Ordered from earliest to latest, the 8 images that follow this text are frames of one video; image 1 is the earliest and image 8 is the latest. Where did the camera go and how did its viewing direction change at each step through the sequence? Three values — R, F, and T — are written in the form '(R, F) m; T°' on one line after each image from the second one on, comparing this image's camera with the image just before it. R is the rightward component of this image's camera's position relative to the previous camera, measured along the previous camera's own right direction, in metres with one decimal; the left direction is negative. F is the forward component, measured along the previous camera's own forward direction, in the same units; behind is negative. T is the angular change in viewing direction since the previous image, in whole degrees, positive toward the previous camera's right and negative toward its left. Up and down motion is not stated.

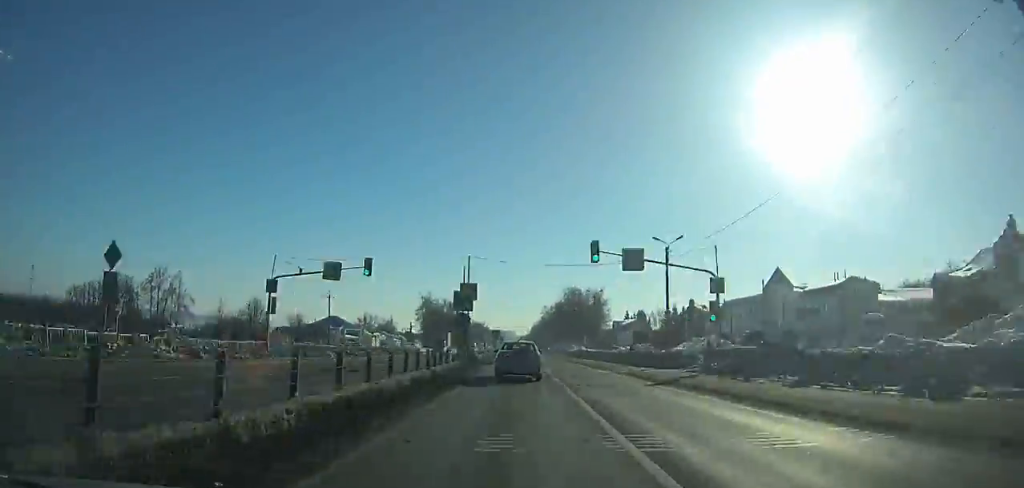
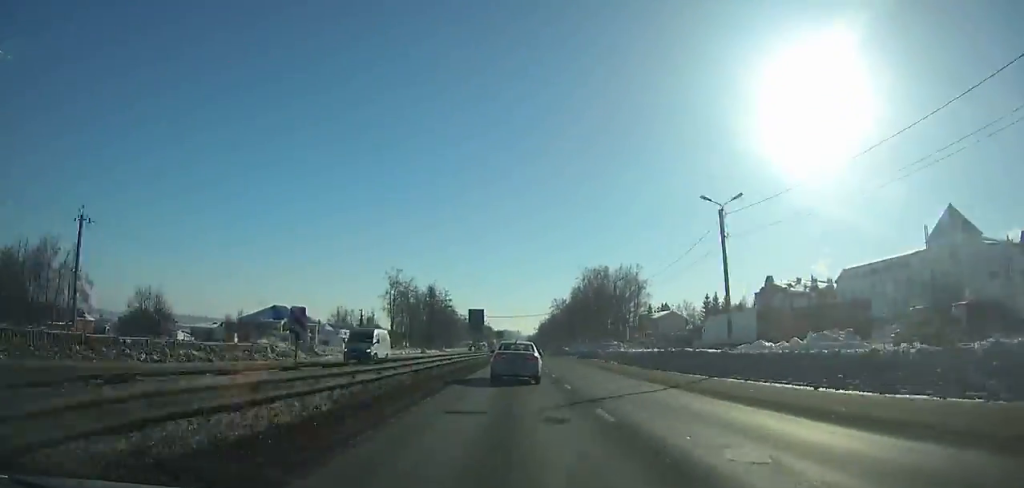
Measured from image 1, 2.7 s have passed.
(-0.2, +51.6) m; 0°
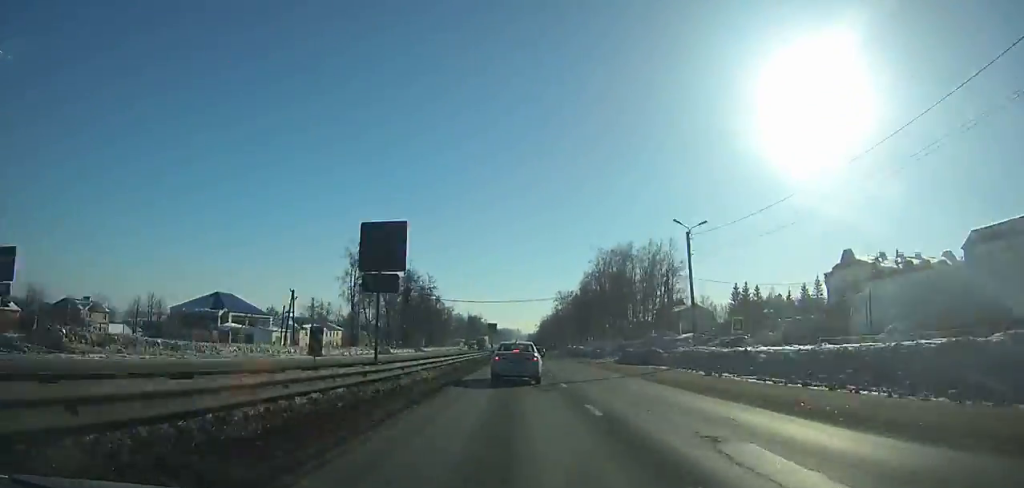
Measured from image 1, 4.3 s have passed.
(0.0, +29.9) m; 0°
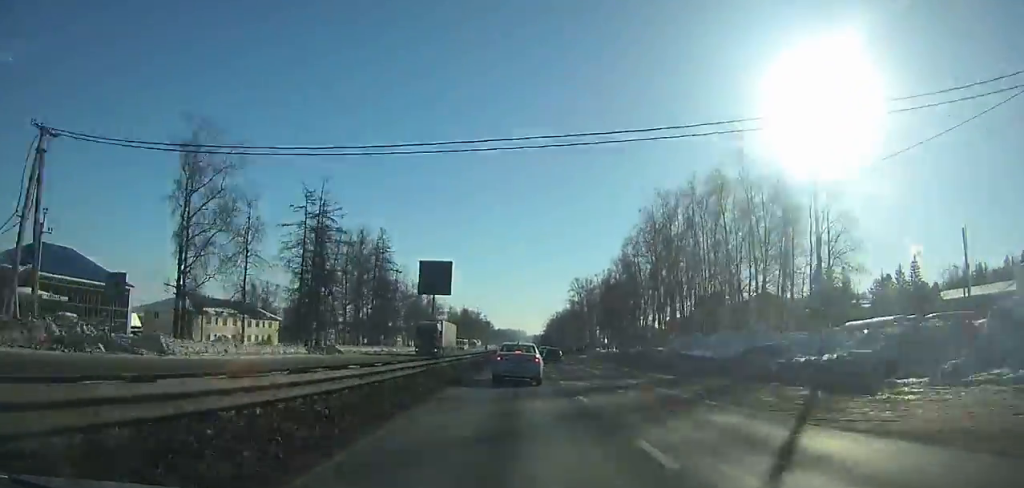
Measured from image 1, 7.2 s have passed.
(-0.1, +51.9) m; 0°
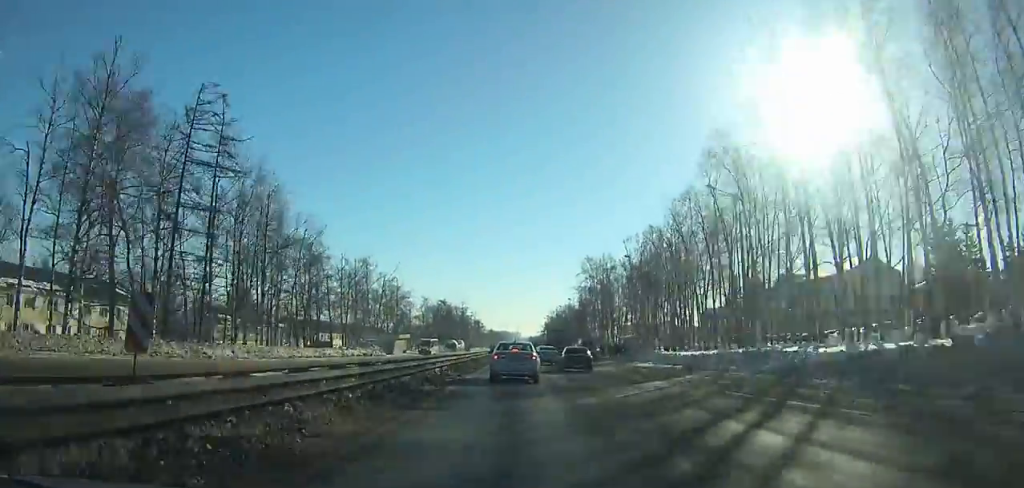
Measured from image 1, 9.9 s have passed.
(+0.1, +45.6) m; 0°
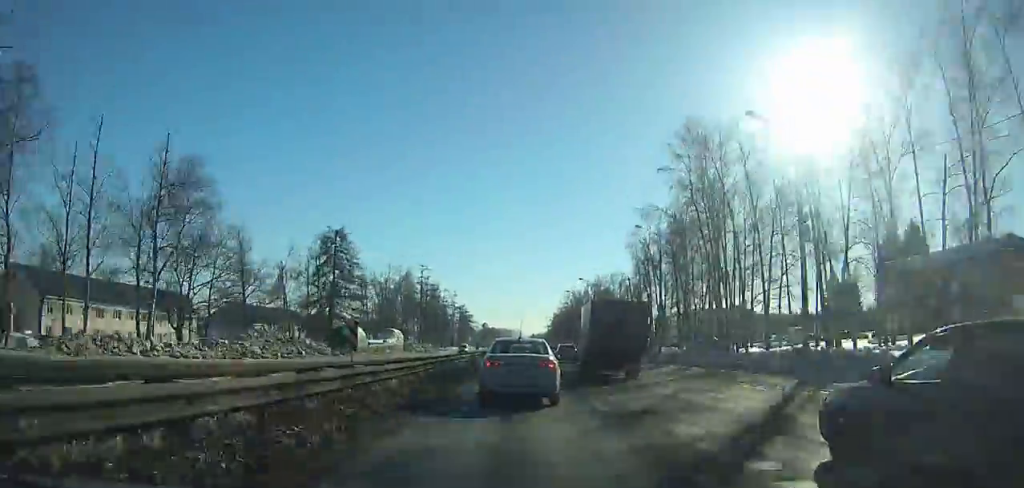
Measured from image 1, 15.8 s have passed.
(+0.4, +87.9) m; 0°
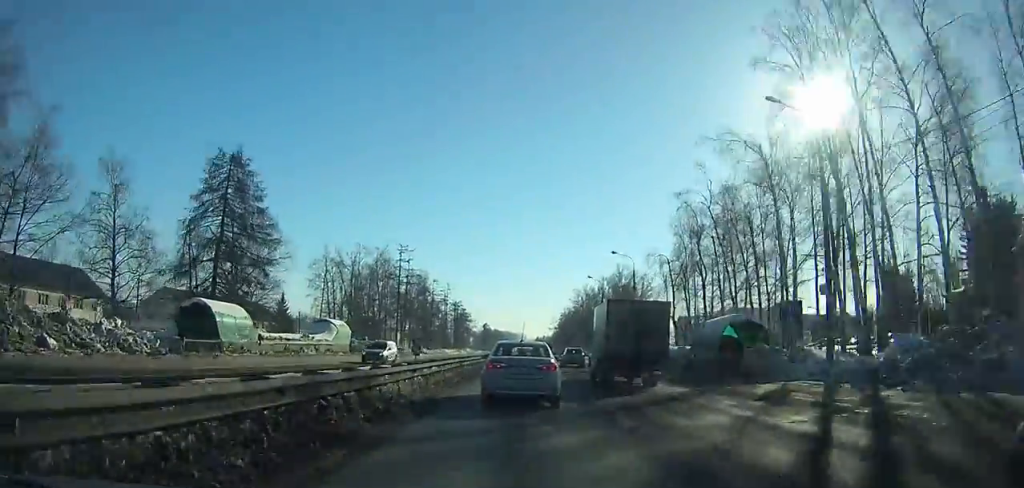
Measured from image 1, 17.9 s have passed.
(-0.1, +28.2) m; 0°
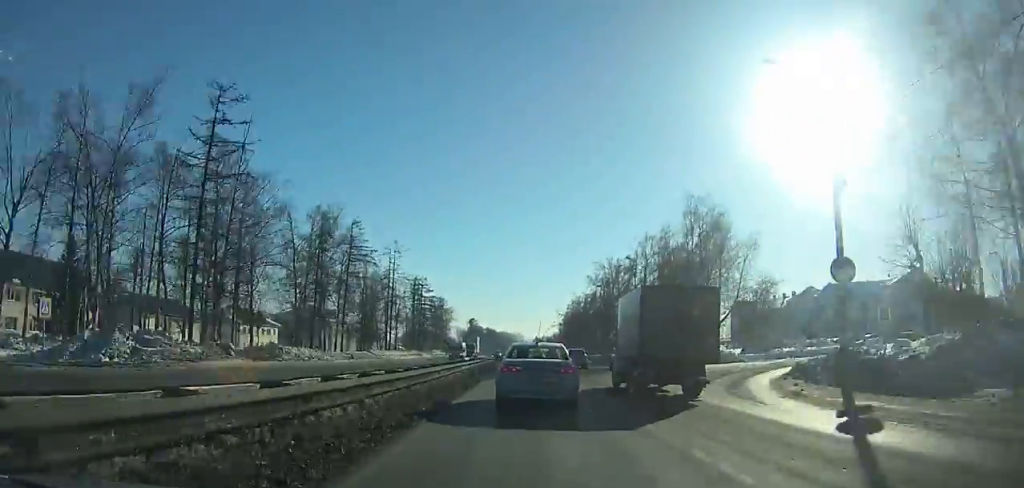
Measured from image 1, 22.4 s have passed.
(+0.2, +56.1) m; +1°
